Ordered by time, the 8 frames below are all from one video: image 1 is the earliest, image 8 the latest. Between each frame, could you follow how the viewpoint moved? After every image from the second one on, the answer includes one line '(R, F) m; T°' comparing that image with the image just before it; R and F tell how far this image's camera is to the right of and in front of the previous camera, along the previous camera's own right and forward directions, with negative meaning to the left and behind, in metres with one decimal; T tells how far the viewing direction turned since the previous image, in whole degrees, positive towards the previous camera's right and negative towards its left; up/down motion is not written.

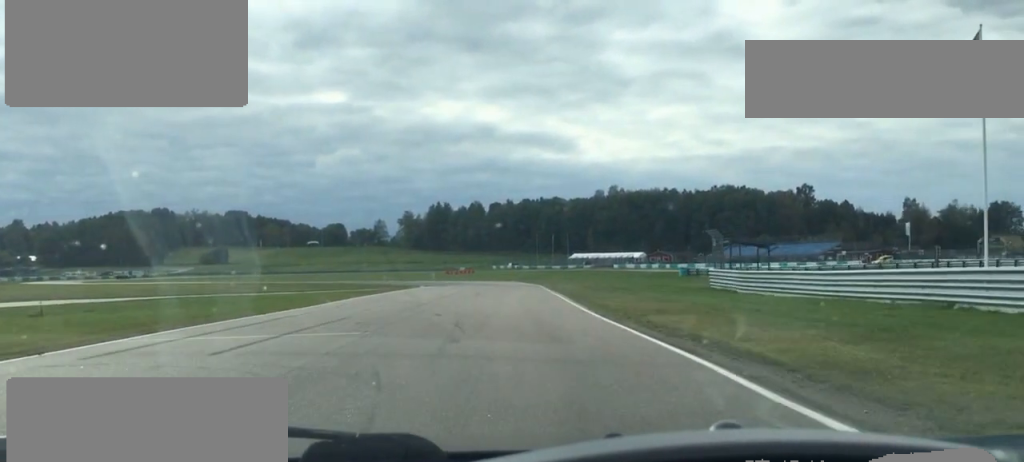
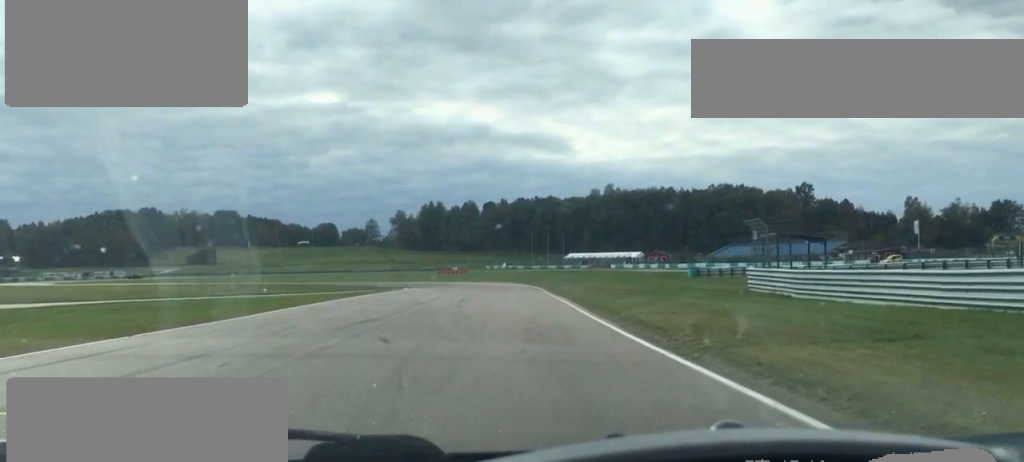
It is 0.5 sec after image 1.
(+0.3, +8.9) m; 0°
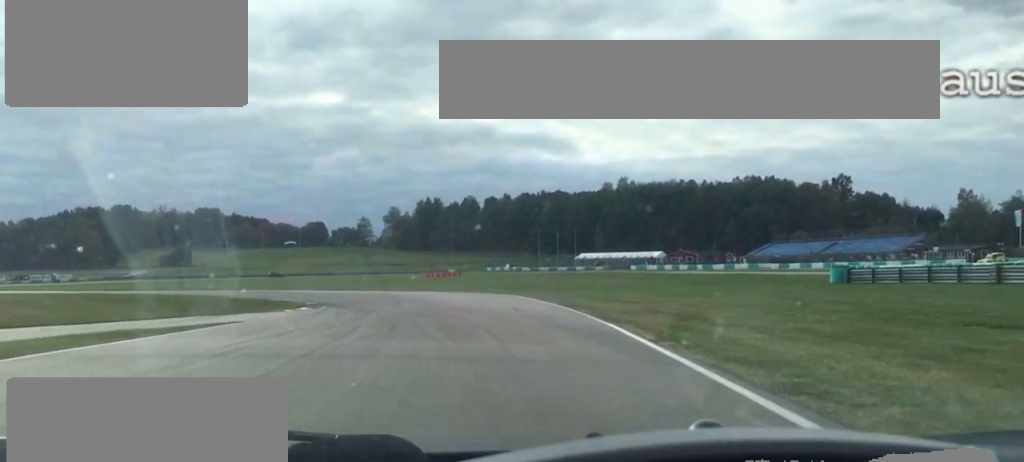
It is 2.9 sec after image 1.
(-1.2, +41.5) m; -4°
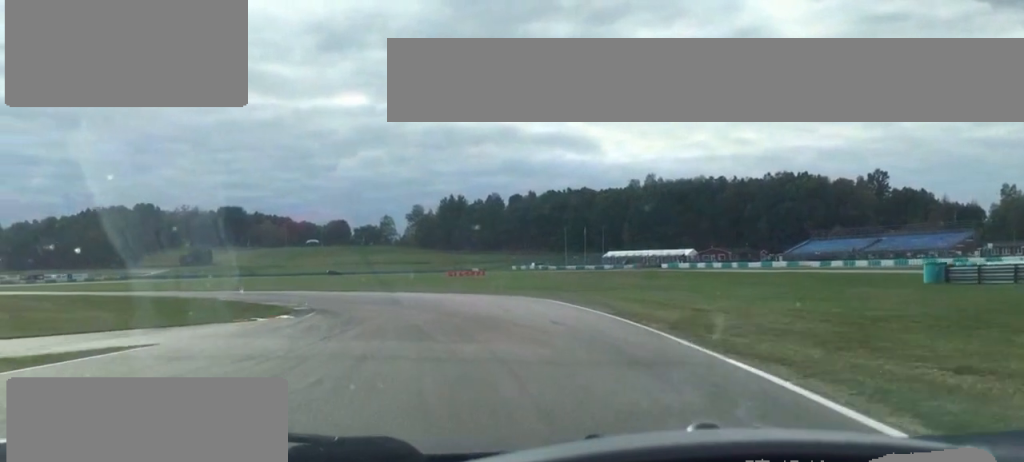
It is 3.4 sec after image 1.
(-0.1, +8.6) m; -2°
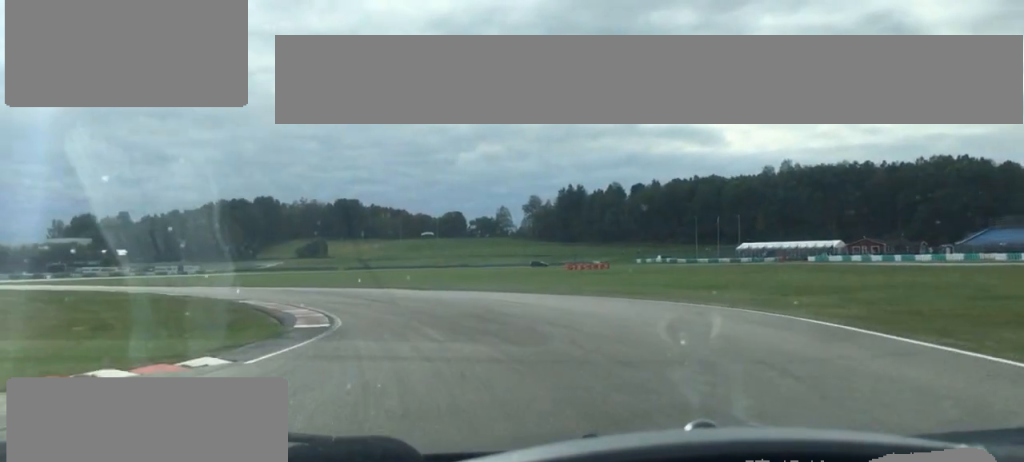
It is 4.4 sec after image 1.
(-0.7, +18.7) m; -5°
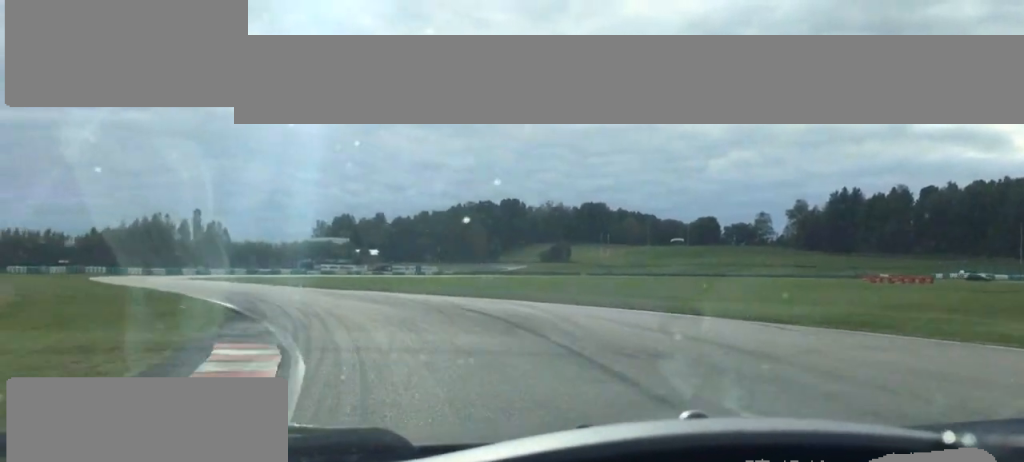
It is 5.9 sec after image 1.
(-3.7, +27.6) m; -19°
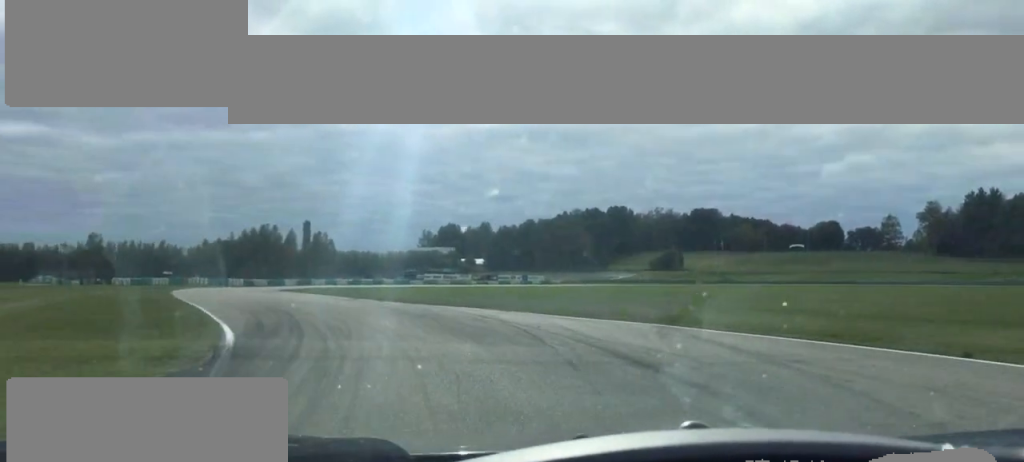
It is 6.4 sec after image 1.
(-1.0, +9.2) m; -6°
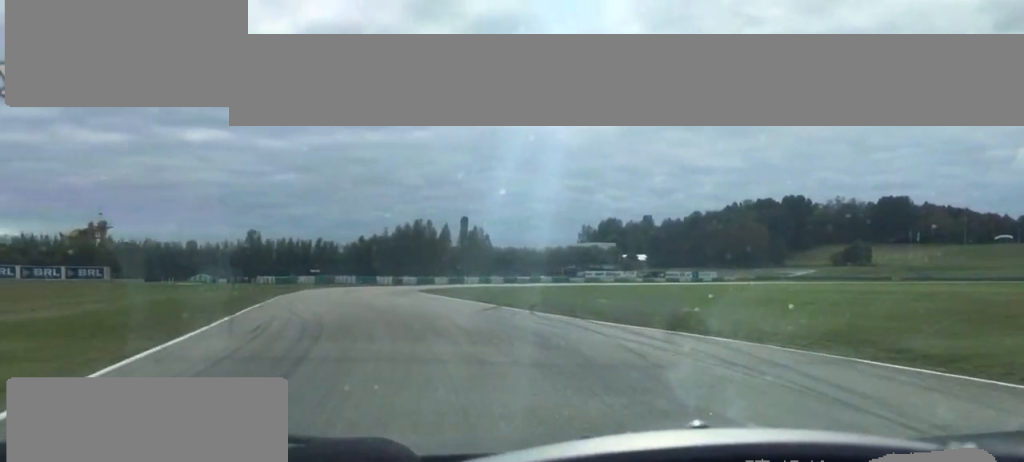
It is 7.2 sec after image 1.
(-1.2, +16.5) m; -7°
